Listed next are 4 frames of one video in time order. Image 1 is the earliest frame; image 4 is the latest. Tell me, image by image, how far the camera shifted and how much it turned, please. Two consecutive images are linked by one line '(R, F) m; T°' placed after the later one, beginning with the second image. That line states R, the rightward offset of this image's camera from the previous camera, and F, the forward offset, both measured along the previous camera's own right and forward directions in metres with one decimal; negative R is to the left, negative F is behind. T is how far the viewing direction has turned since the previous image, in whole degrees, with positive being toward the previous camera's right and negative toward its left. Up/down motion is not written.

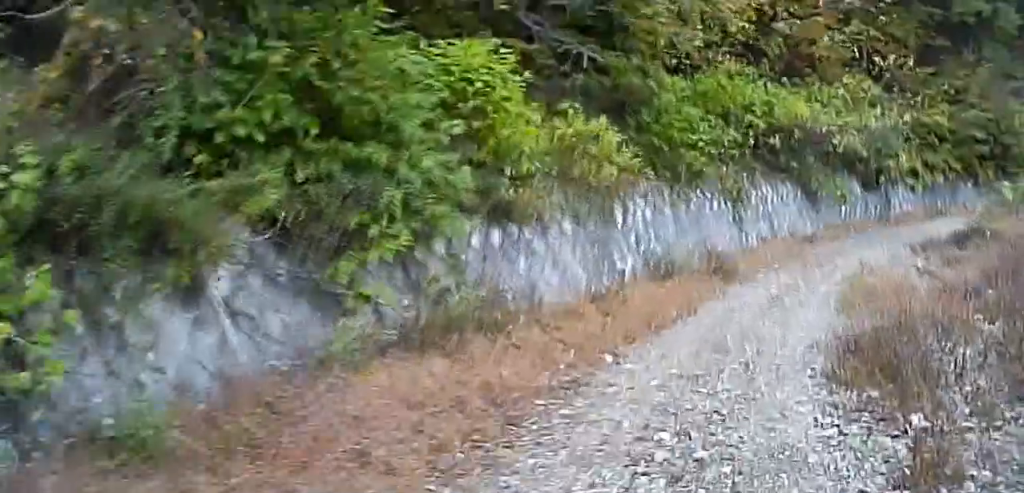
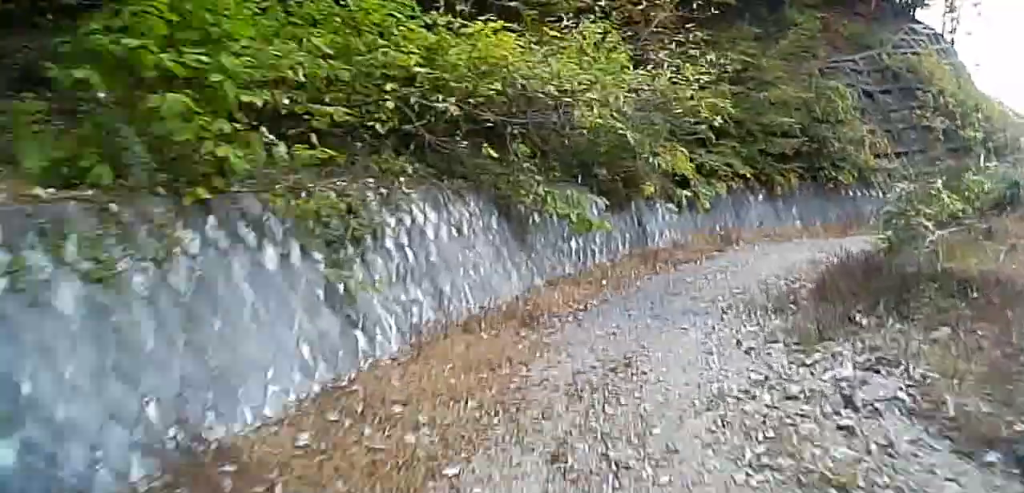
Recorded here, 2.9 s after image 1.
(+2.7, +11.4) m; +29°
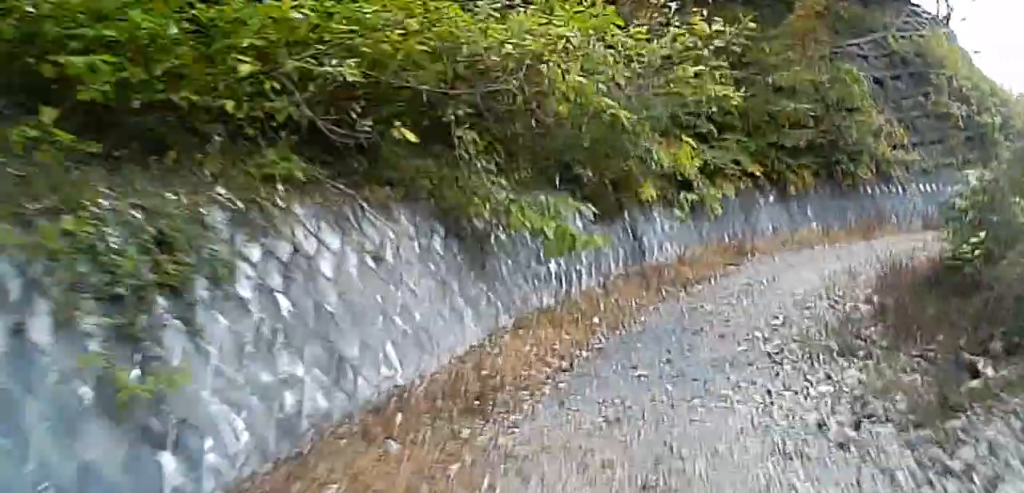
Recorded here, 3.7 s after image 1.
(+0.3, +3.4) m; +7°
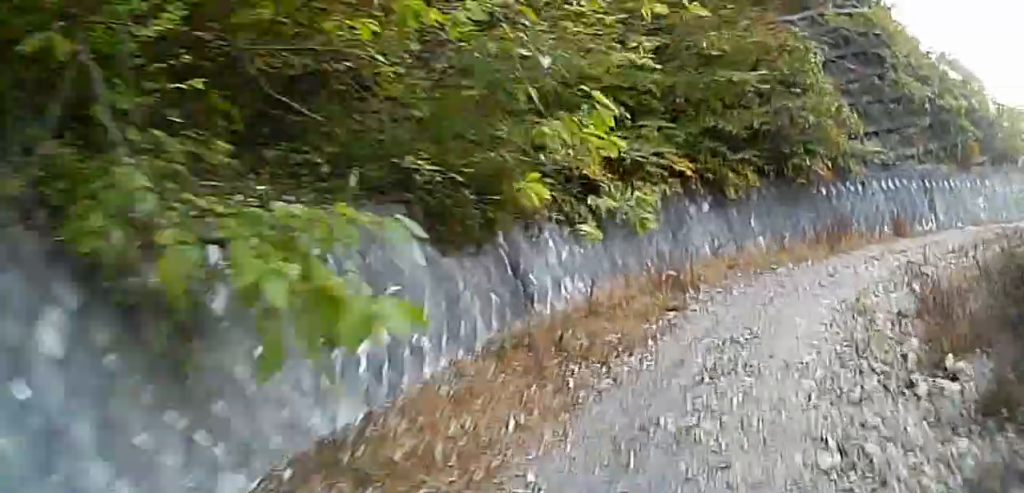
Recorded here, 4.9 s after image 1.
(+0.3, +5.3) m; +3°
